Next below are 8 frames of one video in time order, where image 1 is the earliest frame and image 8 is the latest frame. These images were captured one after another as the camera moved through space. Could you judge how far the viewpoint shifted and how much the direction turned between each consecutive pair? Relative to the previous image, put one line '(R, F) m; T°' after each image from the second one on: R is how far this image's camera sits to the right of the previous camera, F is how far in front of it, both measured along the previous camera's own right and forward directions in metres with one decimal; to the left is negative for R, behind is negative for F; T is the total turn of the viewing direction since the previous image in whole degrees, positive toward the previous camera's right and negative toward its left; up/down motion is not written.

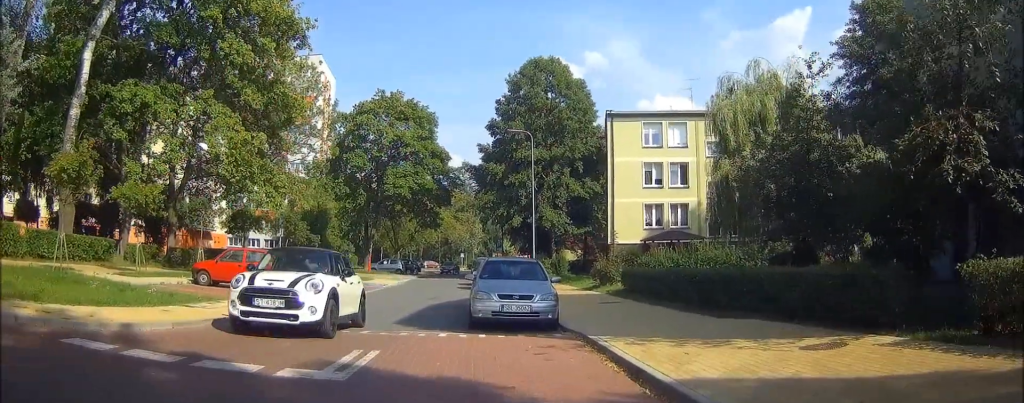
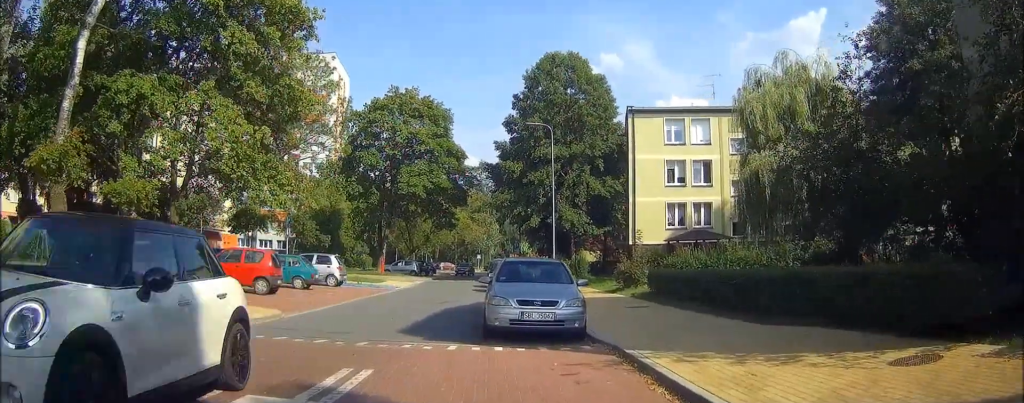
(-0.1, +1.6) m; -2°
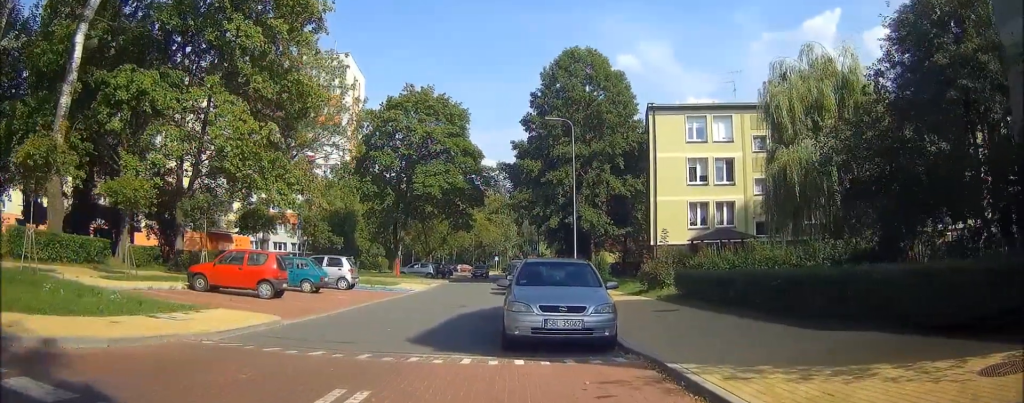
(0.0, +1.2) m; 0°
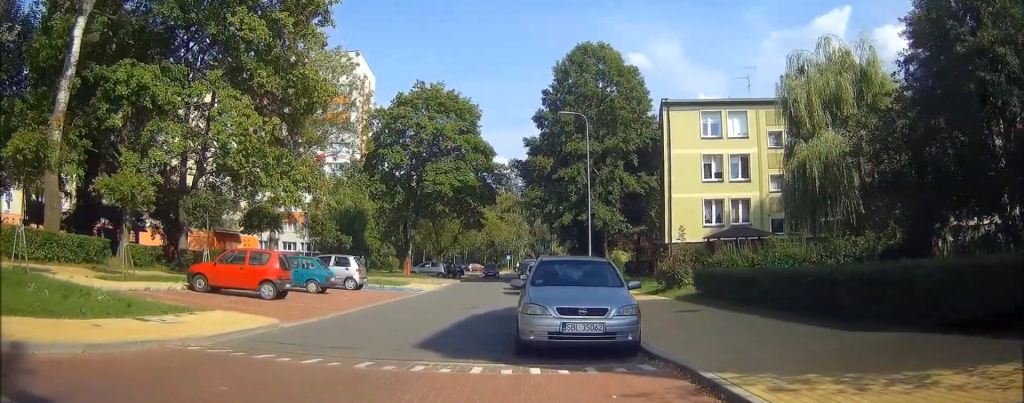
(0.0, +1.0) m; 0°
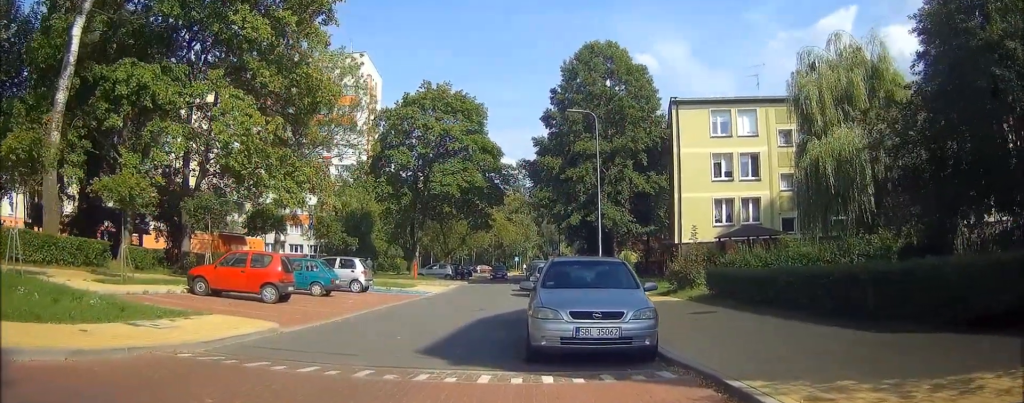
(0.0, +0.6) m; 0°
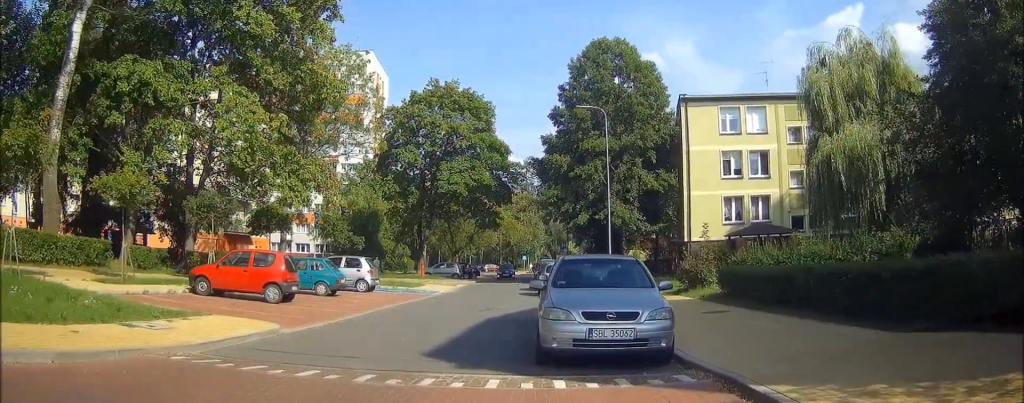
(0.0, +0.4) m; 0°
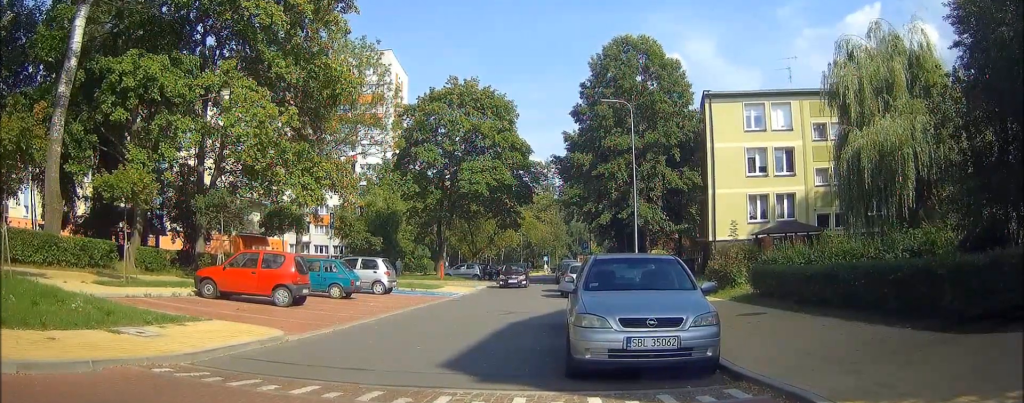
(-0.1, +0.7) m; 0°
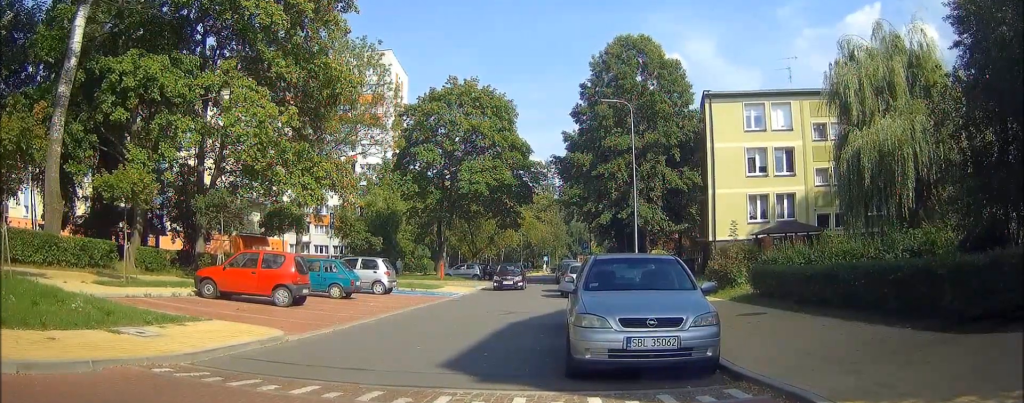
(0.0, 0.0) m; 0°
